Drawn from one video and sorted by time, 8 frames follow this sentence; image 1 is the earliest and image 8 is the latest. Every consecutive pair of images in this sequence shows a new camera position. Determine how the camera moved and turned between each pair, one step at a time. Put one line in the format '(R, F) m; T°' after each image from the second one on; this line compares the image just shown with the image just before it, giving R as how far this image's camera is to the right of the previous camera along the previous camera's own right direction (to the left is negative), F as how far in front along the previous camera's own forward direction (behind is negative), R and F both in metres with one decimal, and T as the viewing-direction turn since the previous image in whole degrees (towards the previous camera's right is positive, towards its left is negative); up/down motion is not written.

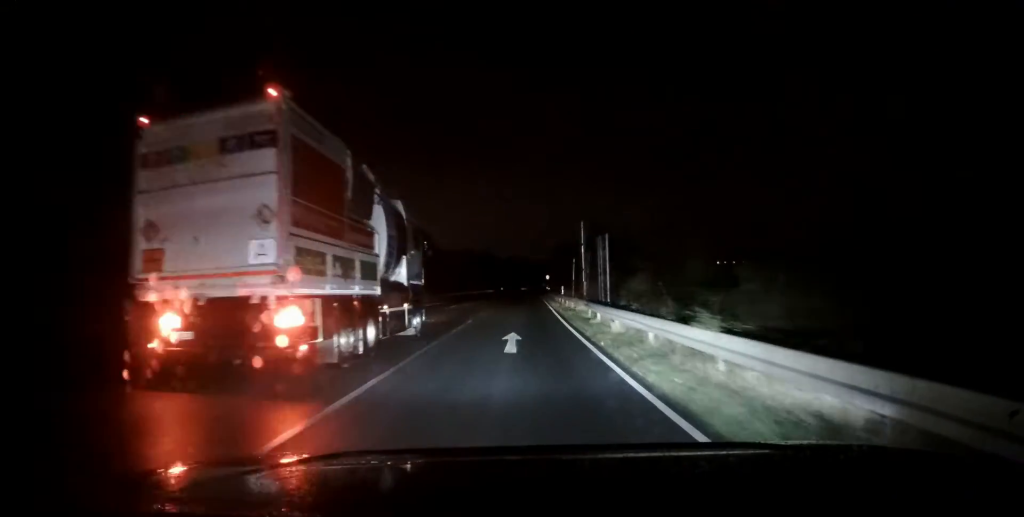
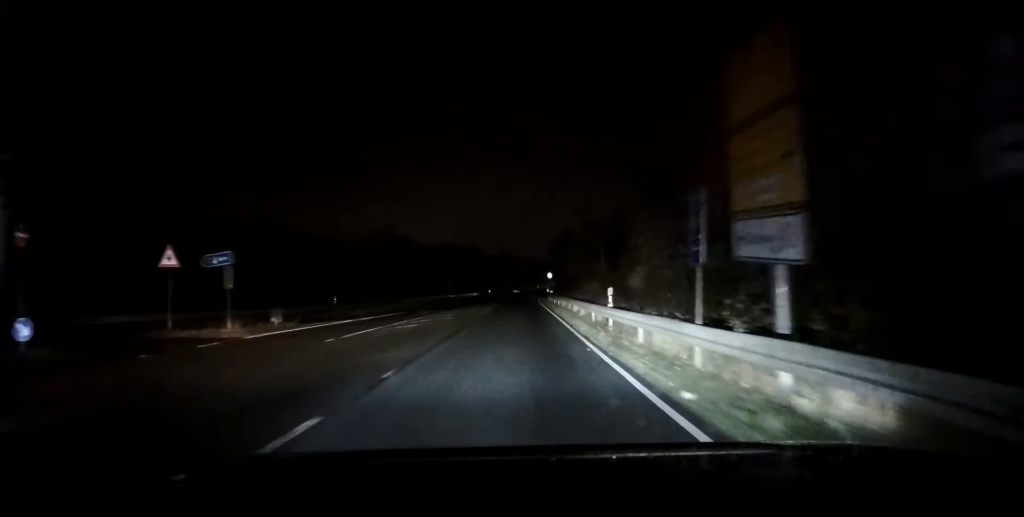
(+0.4, +22.8) m; +1°
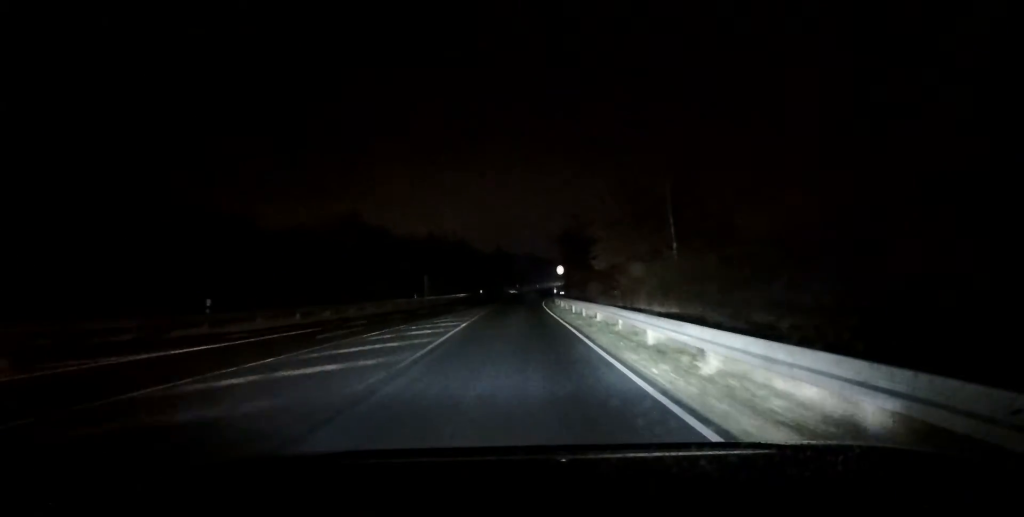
(-0.1, +16.8) m; -1°
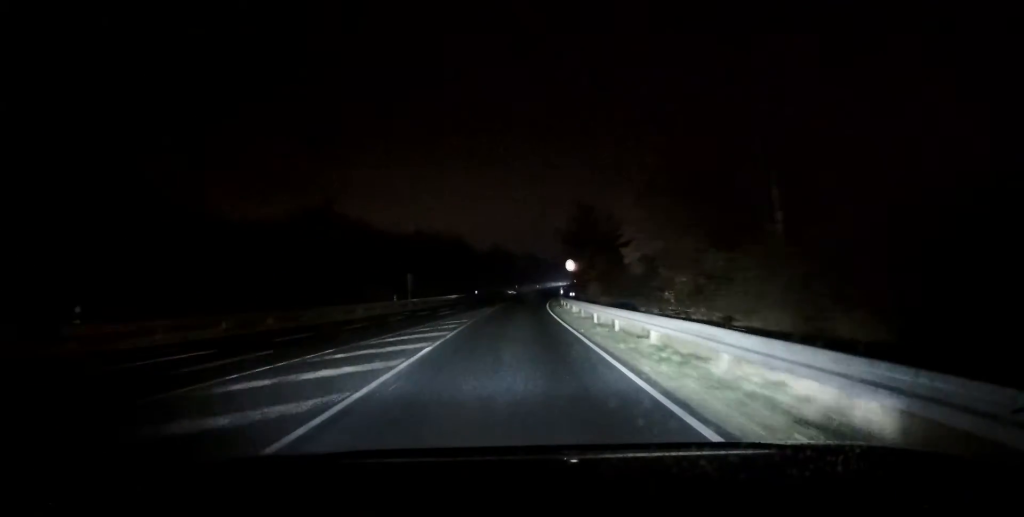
(0.0, +8.2) m; 0°
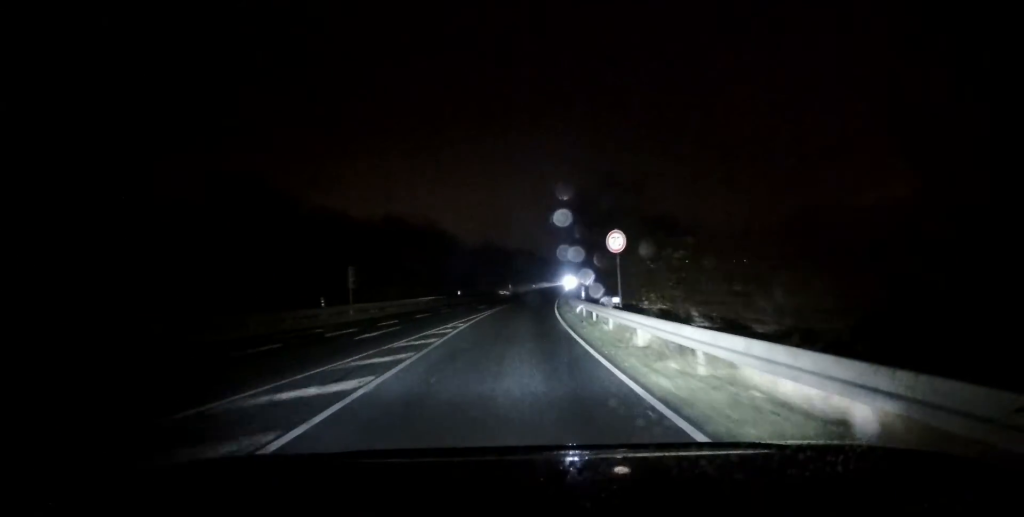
(-0.1, +15.9) m; +1°
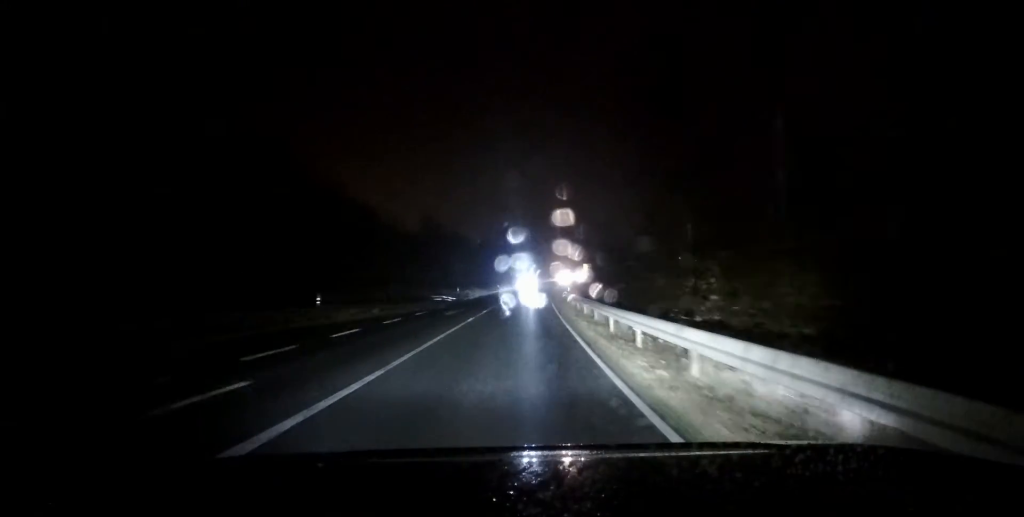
(+1.7, +36.4) m; +4°
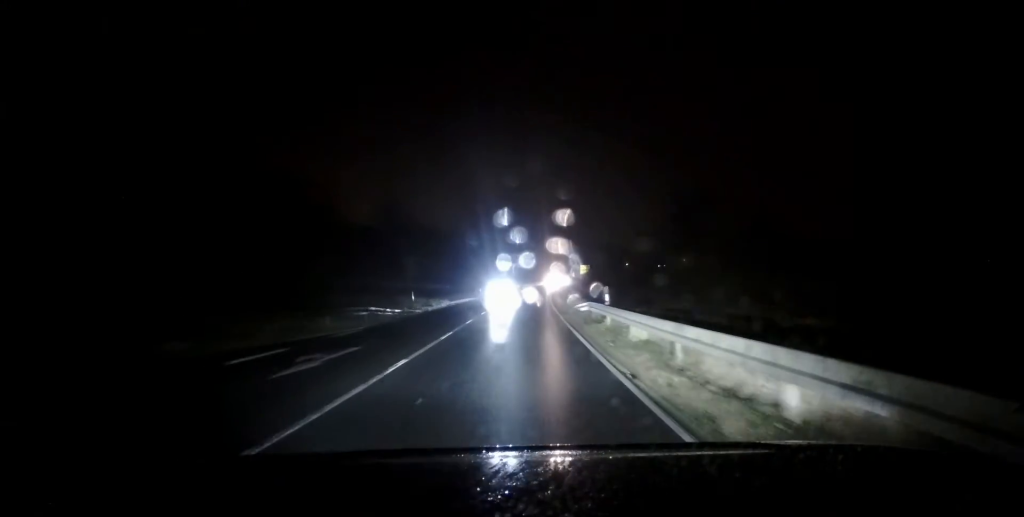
(+0.2, +18.9) m; +1°
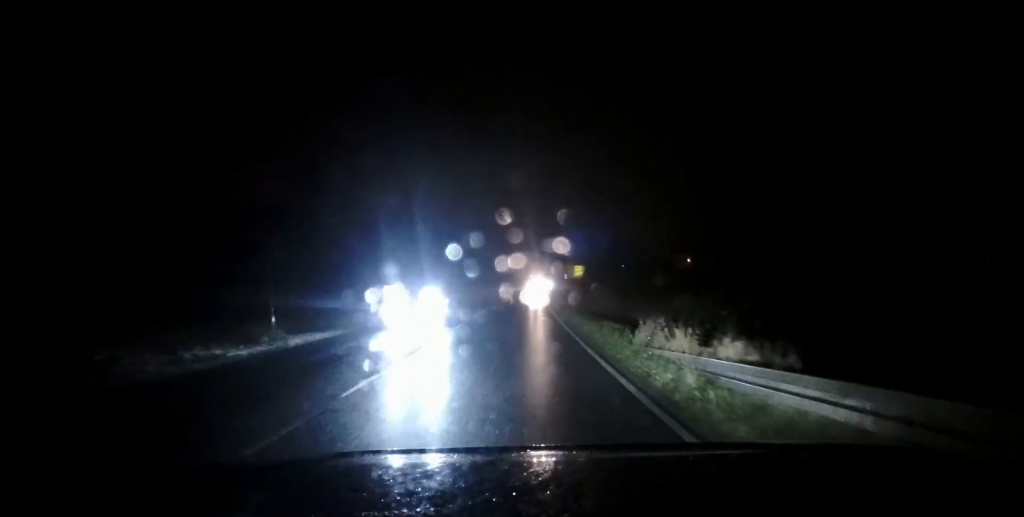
(0.0, +19.7) m; +1°
